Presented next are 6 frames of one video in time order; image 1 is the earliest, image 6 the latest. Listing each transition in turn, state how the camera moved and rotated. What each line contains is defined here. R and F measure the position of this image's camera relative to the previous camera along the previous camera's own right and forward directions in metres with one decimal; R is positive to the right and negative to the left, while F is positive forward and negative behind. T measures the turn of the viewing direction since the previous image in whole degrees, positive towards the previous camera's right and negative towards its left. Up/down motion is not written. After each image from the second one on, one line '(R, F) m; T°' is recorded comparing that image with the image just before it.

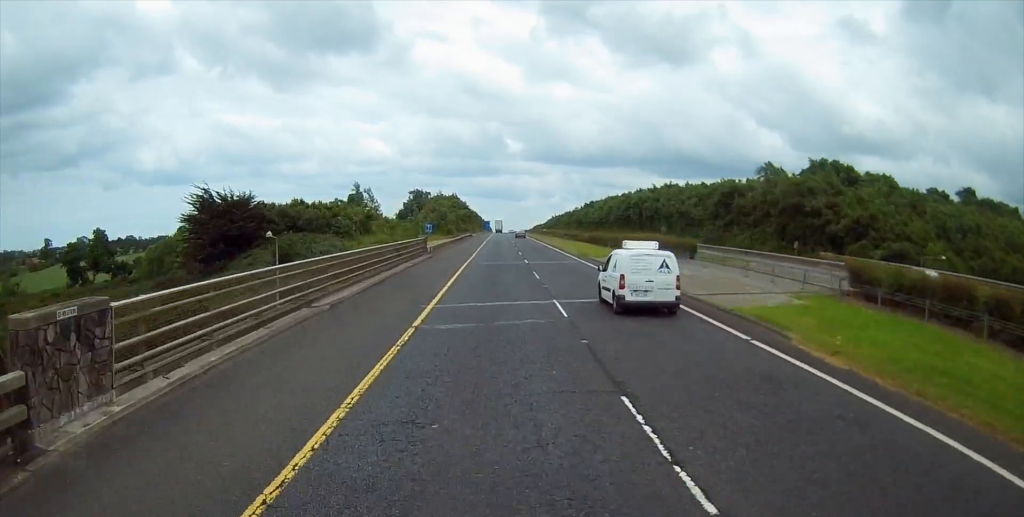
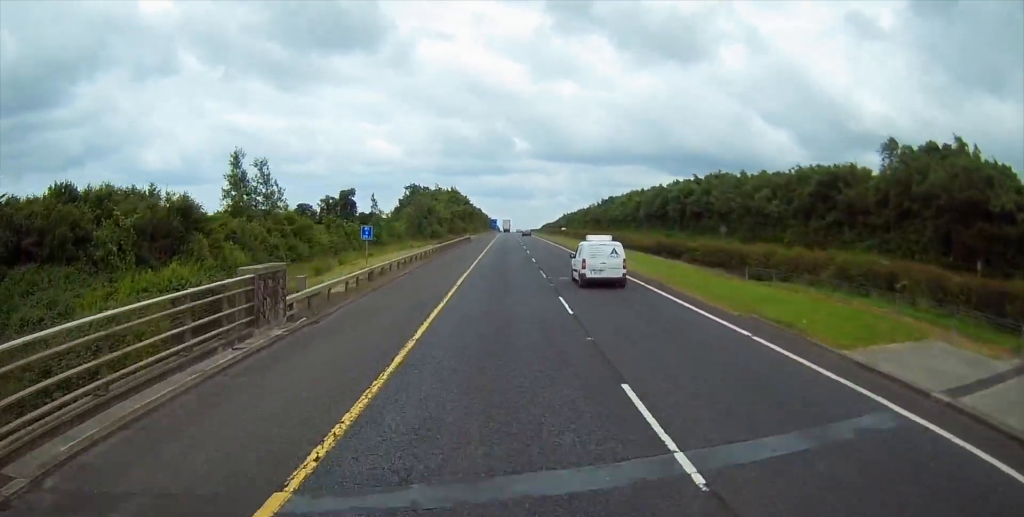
(+0.2, +35.5) m; 0°
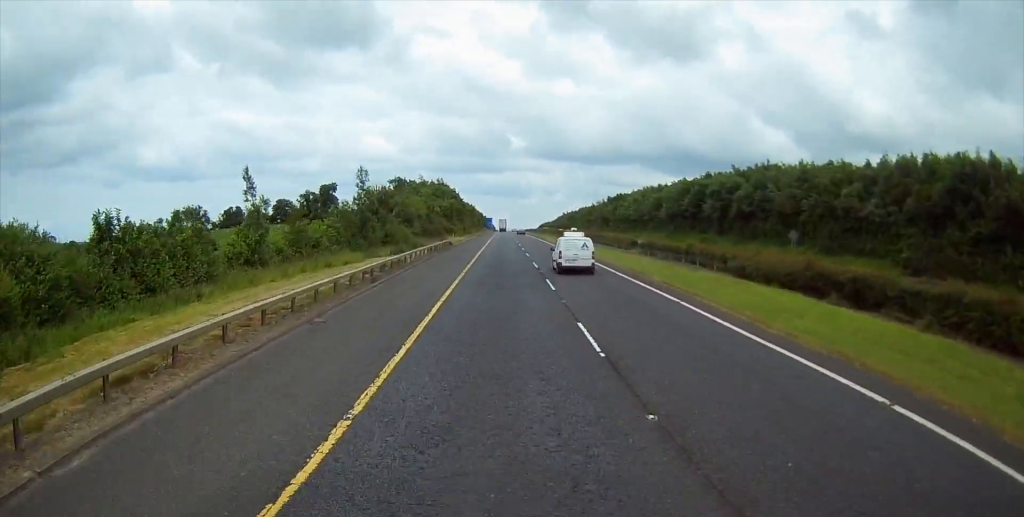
(+0.2, +30.0) m; 0°
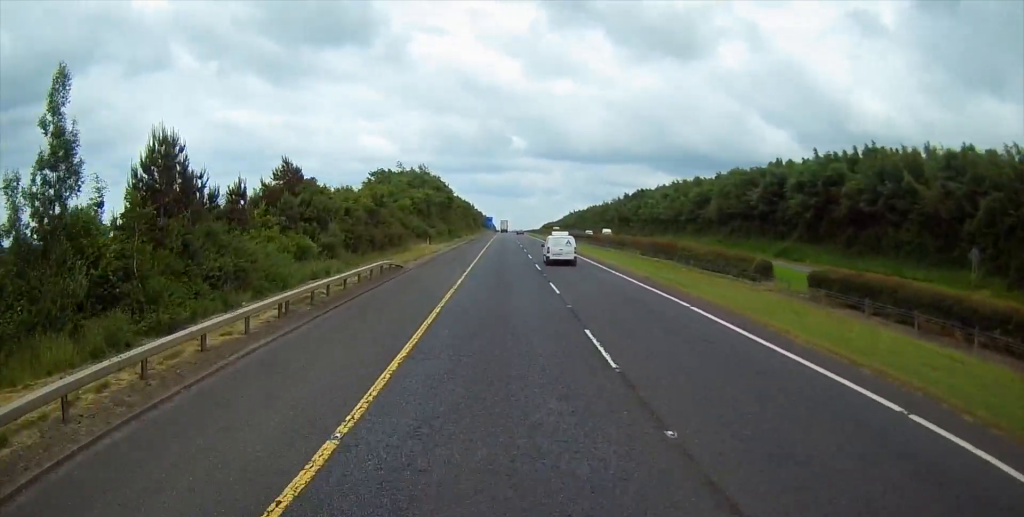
(-0.2, +36.9) m; 0°
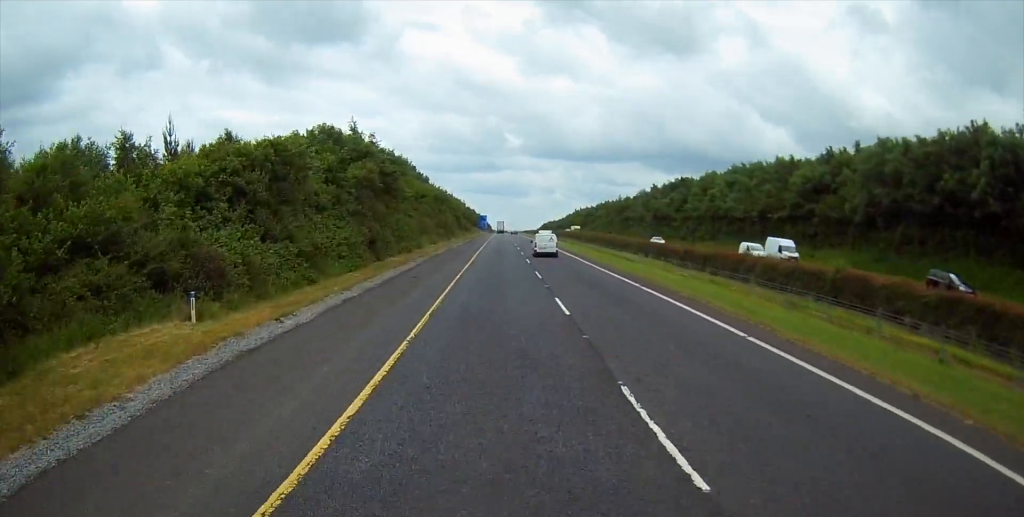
(0.0, +53.2) m; +1°
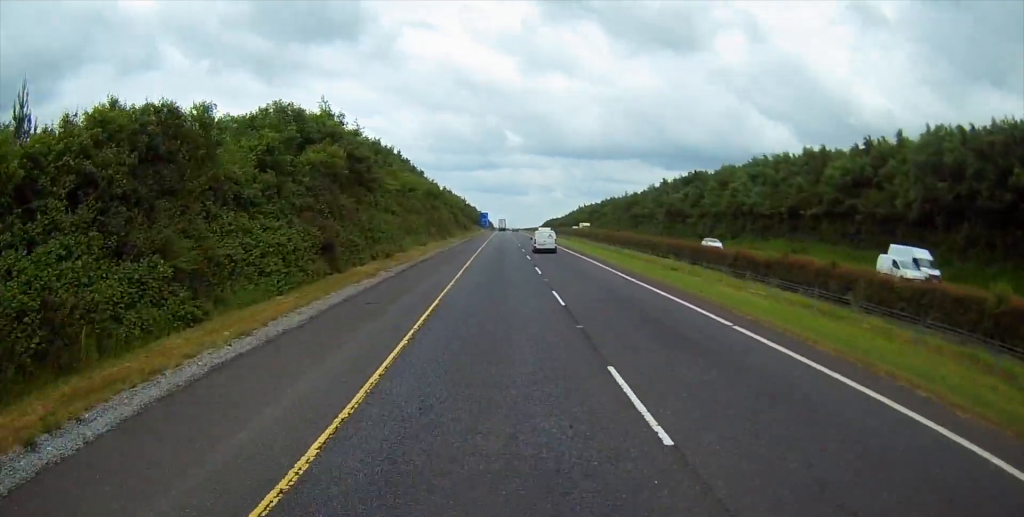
(+0.1, +10.8) m; 0°
